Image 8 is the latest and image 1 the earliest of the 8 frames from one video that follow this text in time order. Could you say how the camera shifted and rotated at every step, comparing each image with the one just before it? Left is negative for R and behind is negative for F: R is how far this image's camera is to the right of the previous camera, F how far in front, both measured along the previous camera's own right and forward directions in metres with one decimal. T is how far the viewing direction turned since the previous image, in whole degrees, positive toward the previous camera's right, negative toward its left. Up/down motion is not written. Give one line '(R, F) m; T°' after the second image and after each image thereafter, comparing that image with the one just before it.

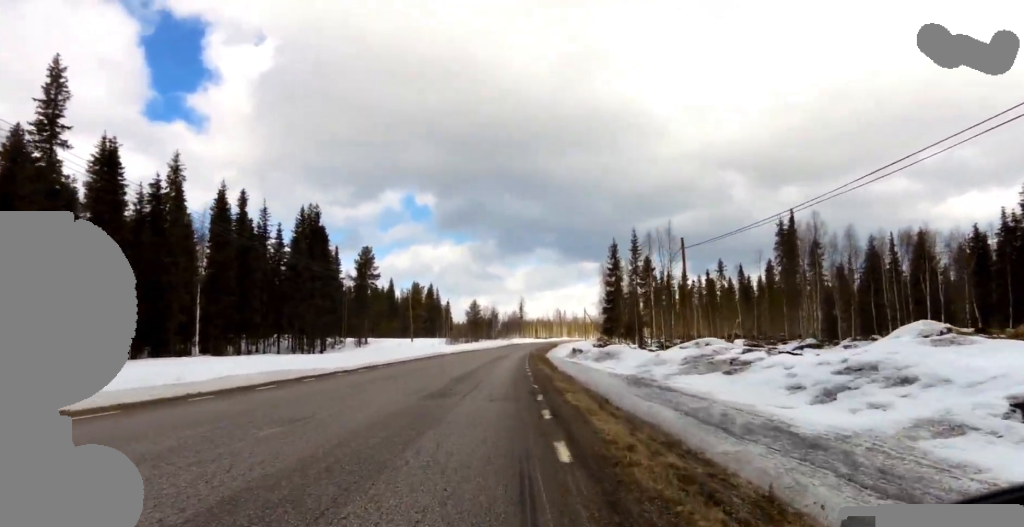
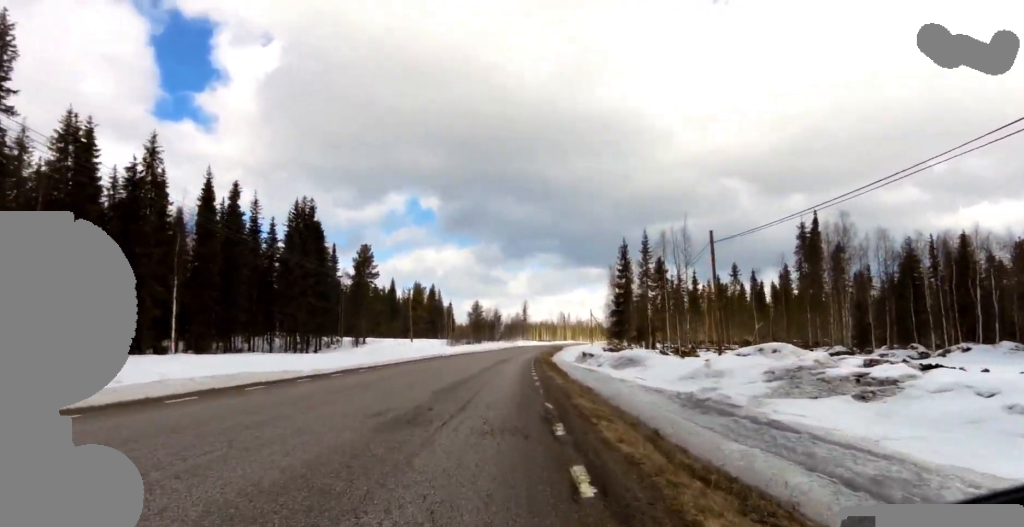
(+0.1, +4.1) m; +2°
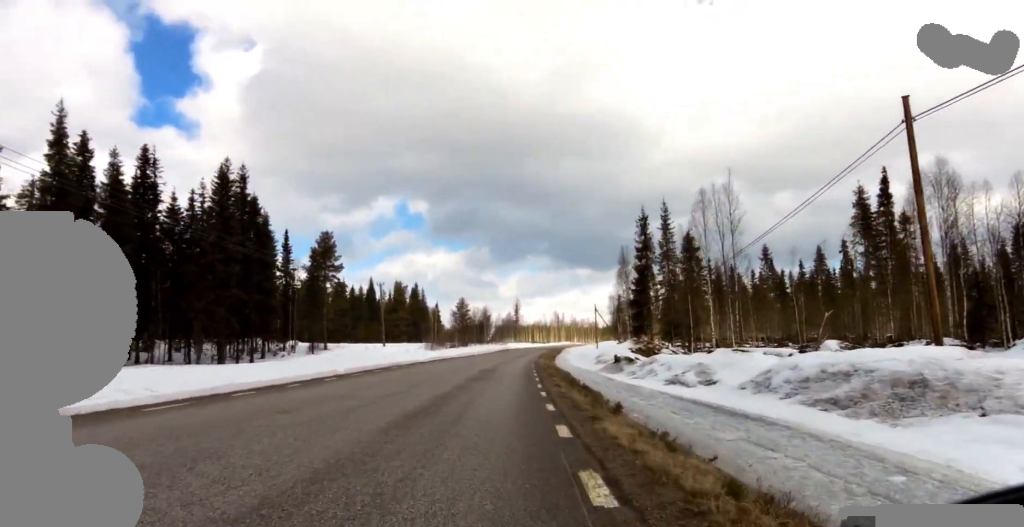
(+0.3, +14.9) m; +6°
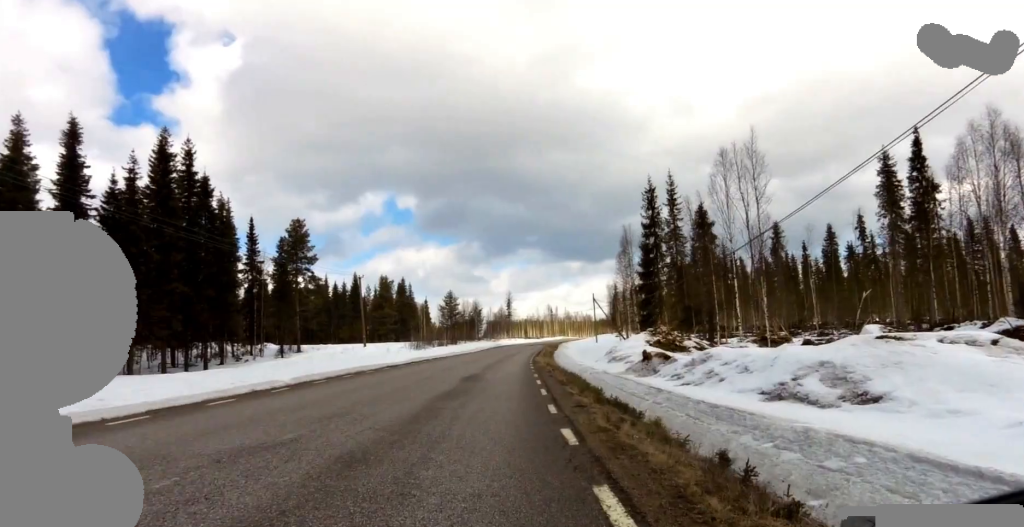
(+0.5, +6.4) m; 0°
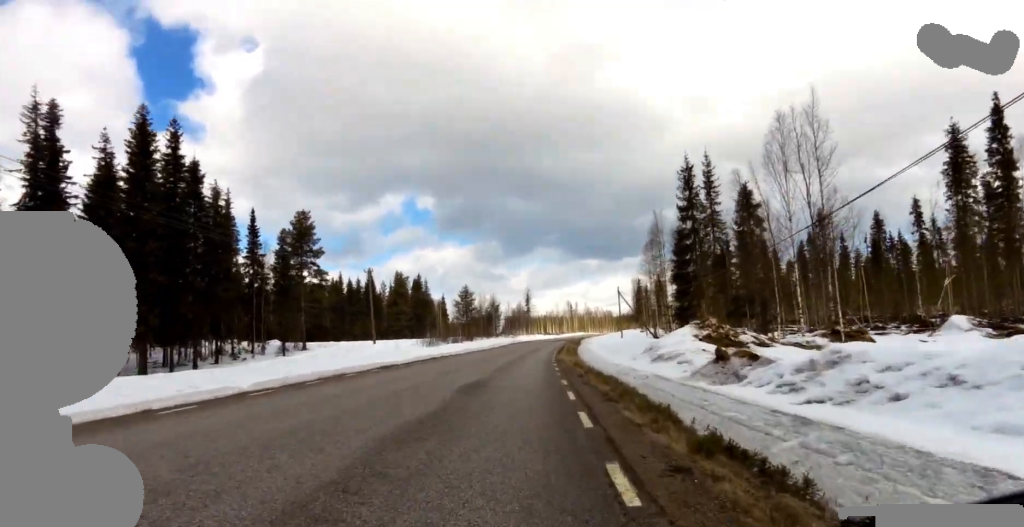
(-0.3, +5.5) m; -3°
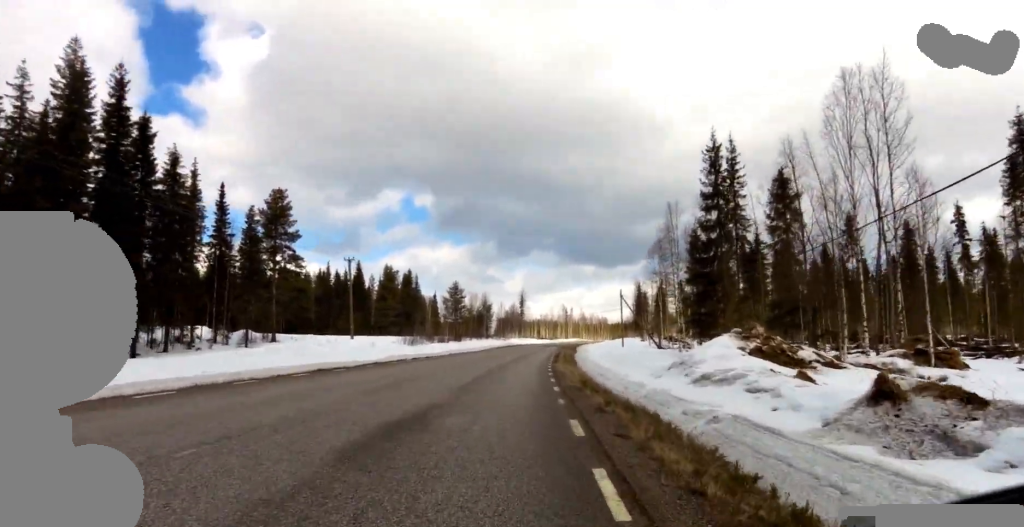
(-0.2, +6.7) m; 0°
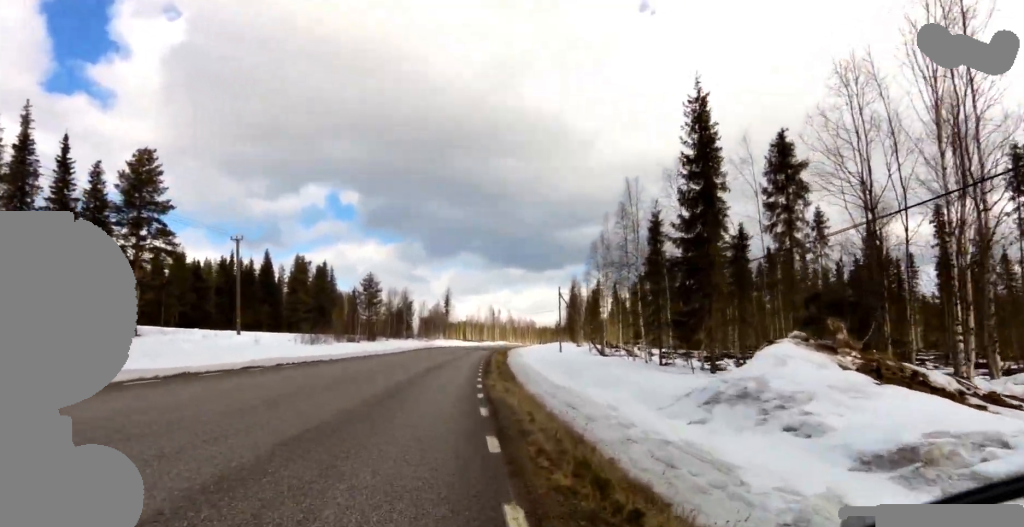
(+0.5, +9.9) m; +2°
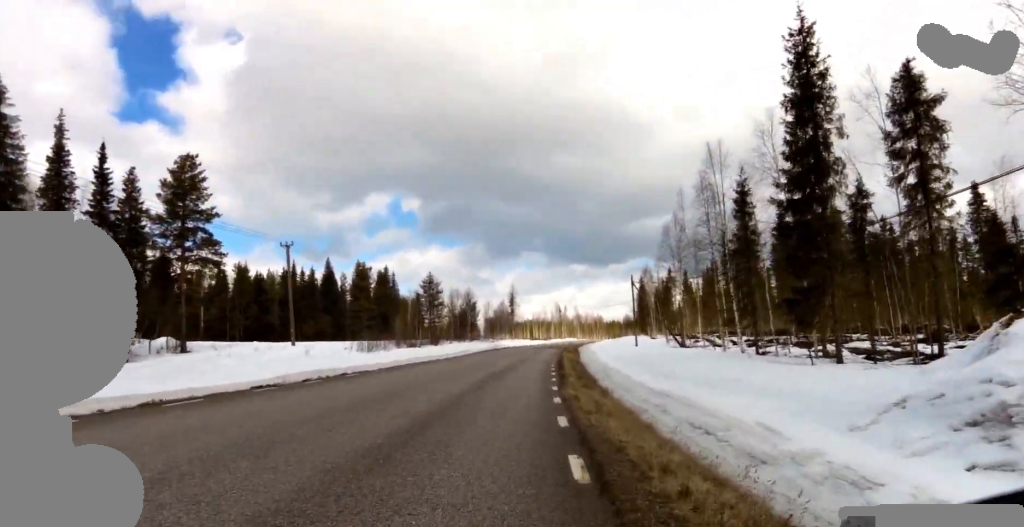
(-0.1, +4.4) m; 0°
